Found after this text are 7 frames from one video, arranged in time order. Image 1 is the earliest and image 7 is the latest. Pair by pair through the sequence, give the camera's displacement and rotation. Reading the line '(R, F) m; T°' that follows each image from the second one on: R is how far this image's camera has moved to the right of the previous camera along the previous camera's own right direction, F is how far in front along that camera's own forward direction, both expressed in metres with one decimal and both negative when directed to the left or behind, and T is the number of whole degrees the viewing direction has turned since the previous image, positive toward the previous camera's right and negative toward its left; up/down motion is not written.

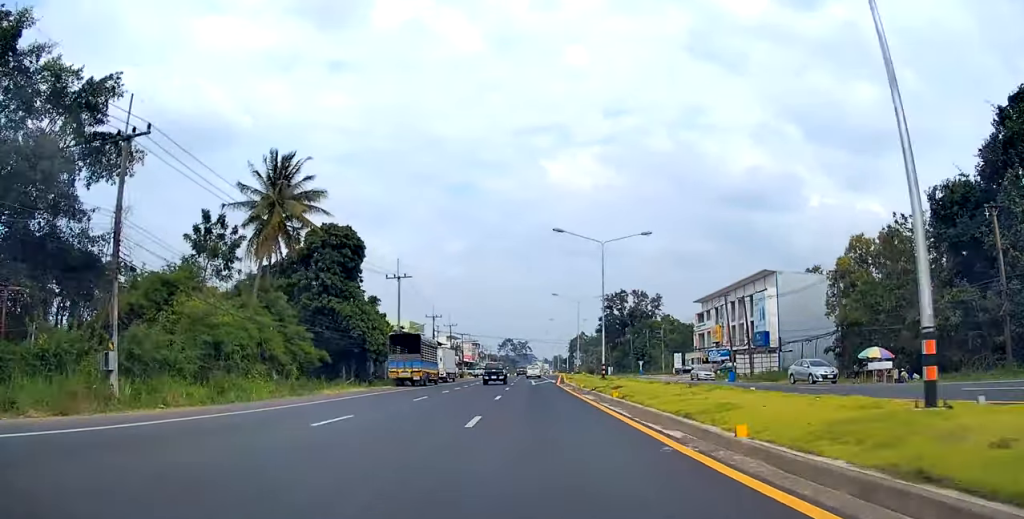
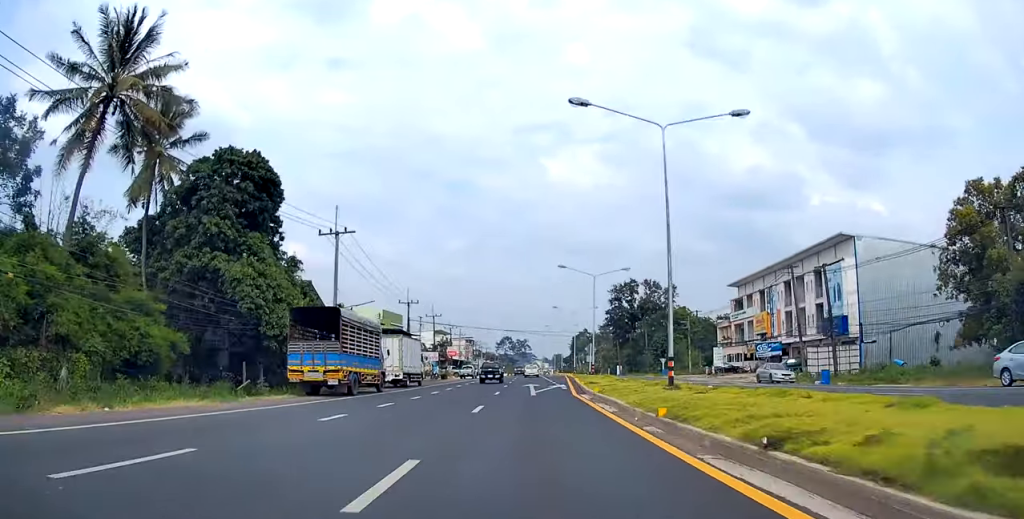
(-0.2, +20.4) m; 0°
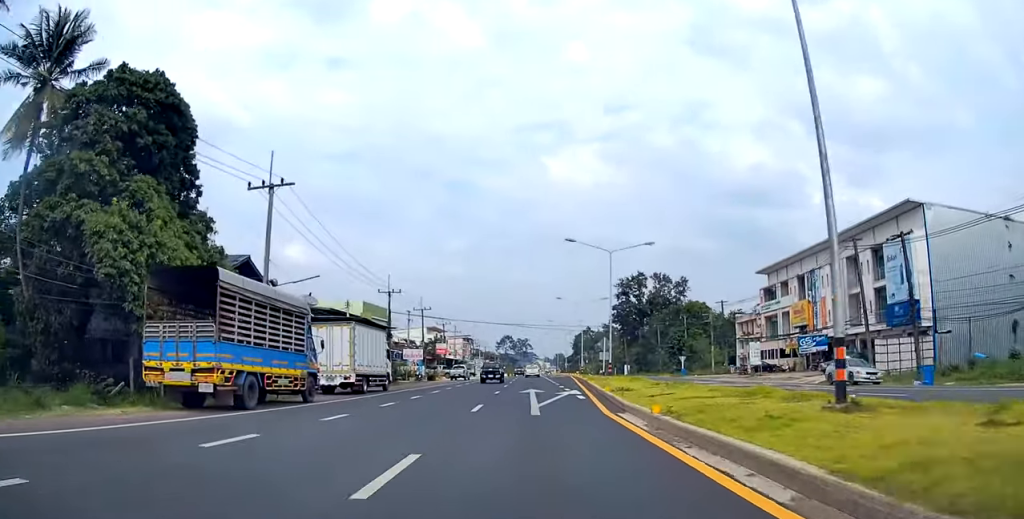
(+0.1, +11.4) m; 0°
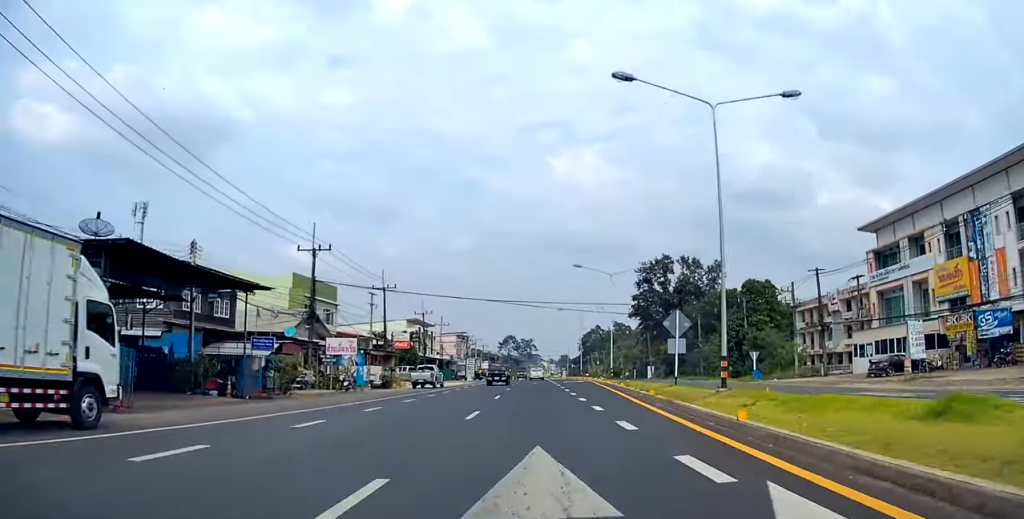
(-0.3, +26.5) m; -1°
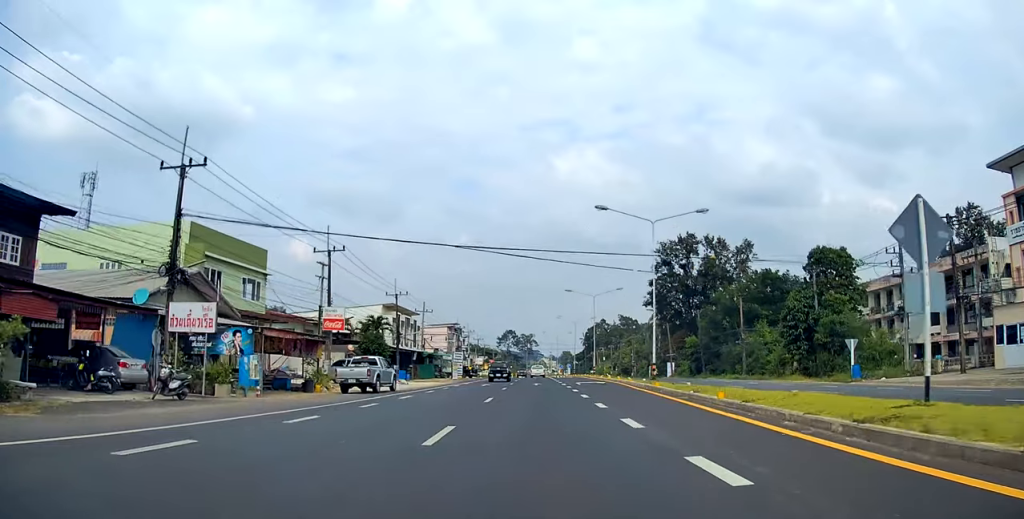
(+0.3, +18.4) m; +1°
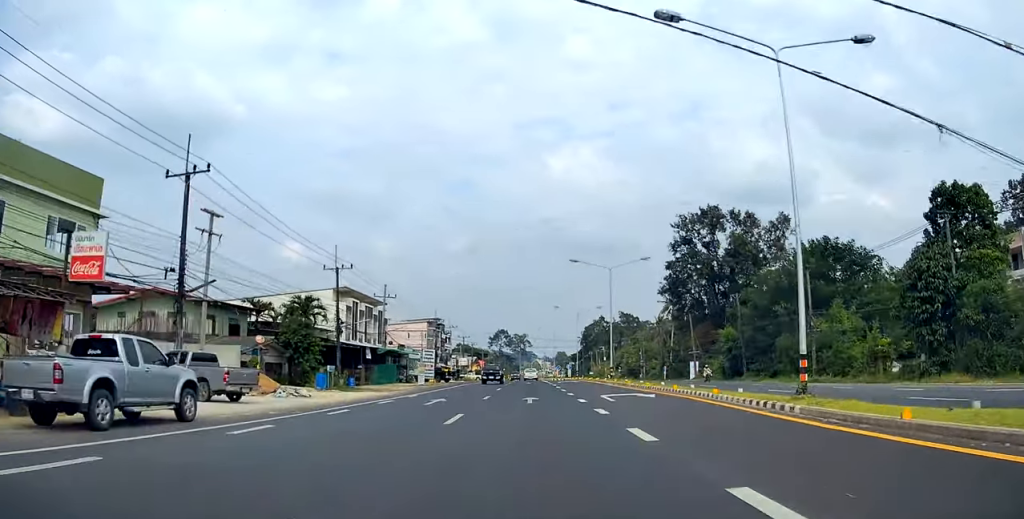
(-0.1, +20.6) m; 0°
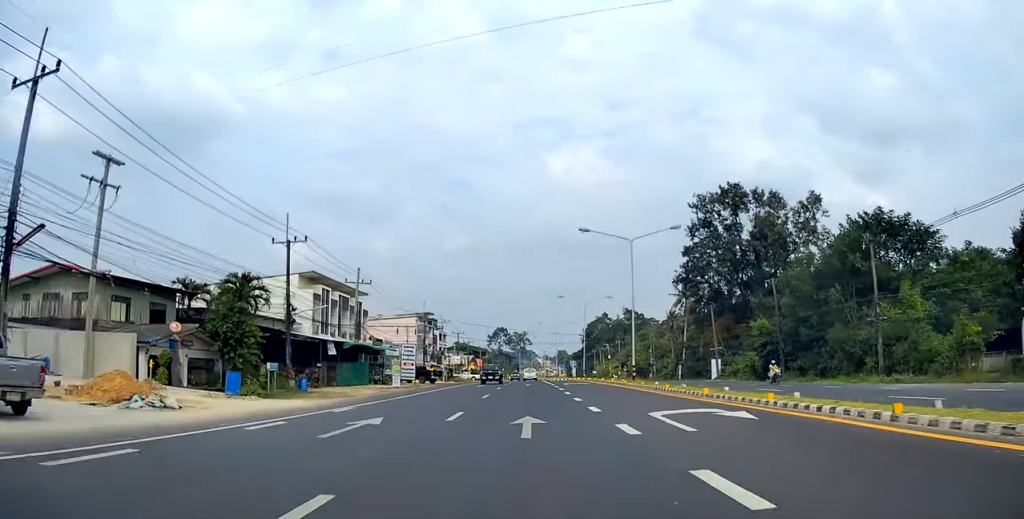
(0.0, +11.0) m; 0°
